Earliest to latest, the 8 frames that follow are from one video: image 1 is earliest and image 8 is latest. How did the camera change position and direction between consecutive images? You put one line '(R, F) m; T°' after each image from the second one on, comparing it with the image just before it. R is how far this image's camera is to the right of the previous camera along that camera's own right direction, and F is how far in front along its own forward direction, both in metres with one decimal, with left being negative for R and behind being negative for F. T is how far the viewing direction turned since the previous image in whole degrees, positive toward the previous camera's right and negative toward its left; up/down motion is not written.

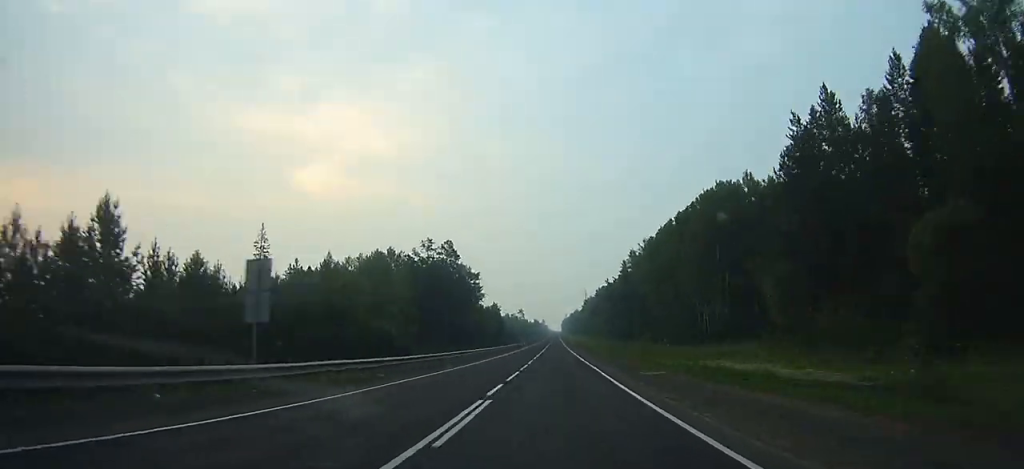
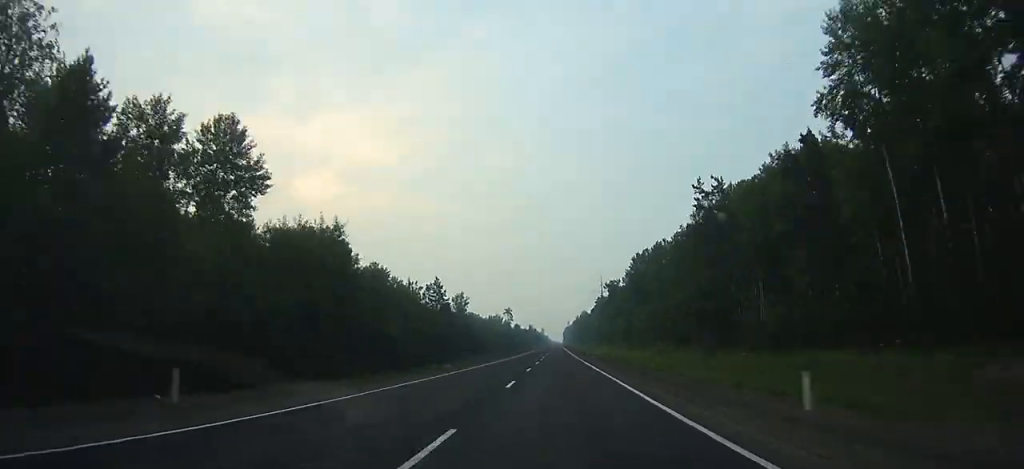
(-0.2, +133.6) m; 0°
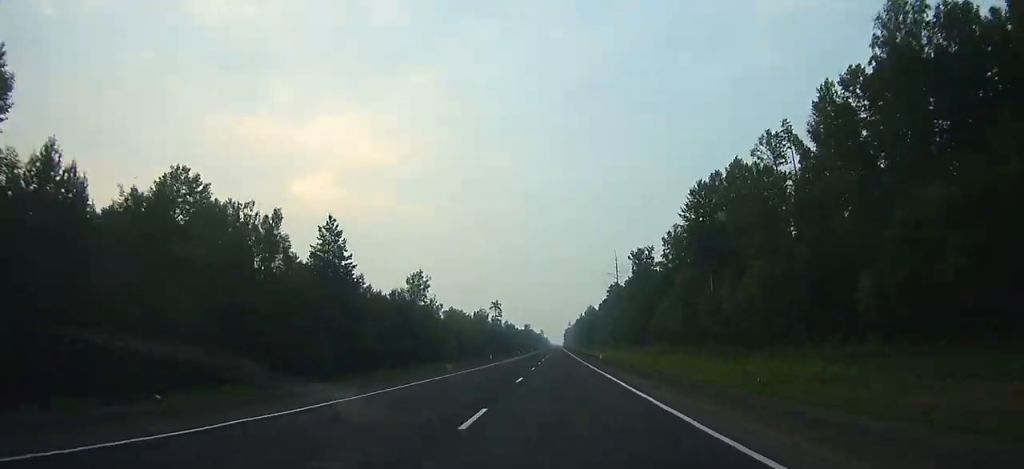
(0.0, +71.1) m; 0°
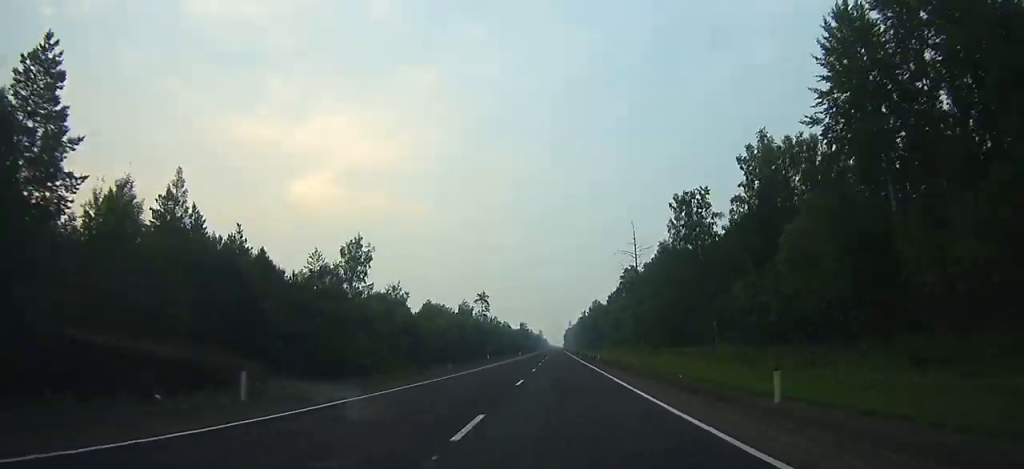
(0.0, +49.4) m; 0°
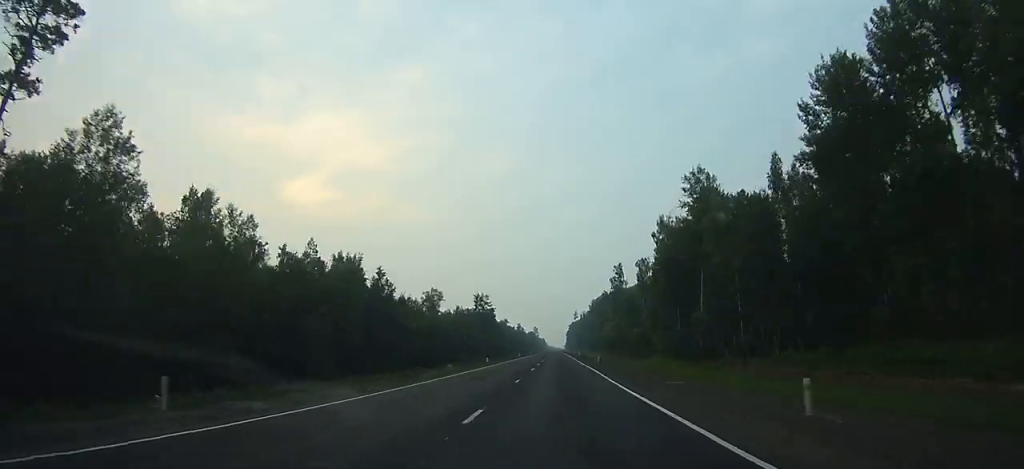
(-0.1, +197.6) m; 0°
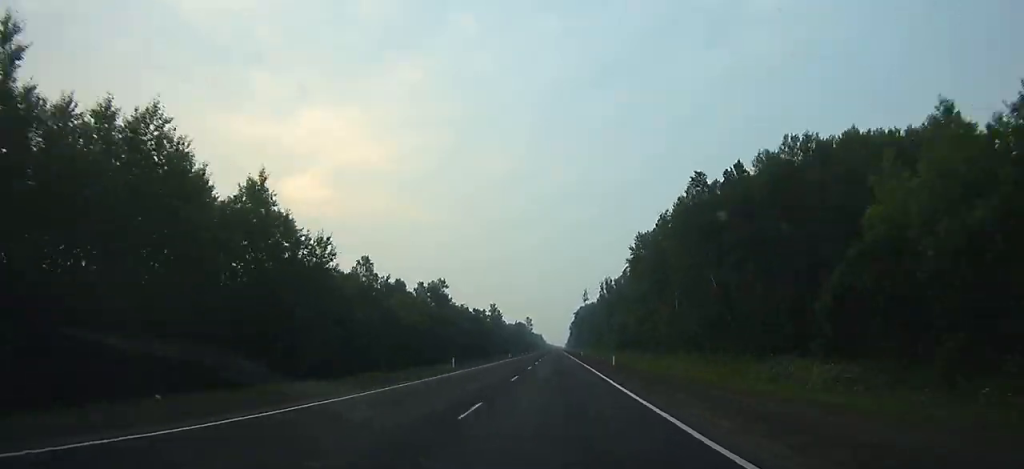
(-0.2, +163.6) m; 0°
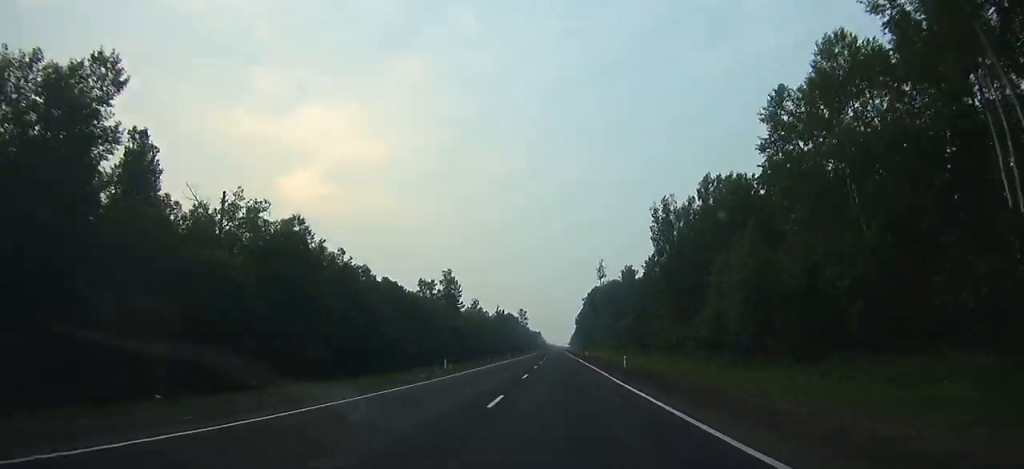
(-0.2, +108.3) m; 0°
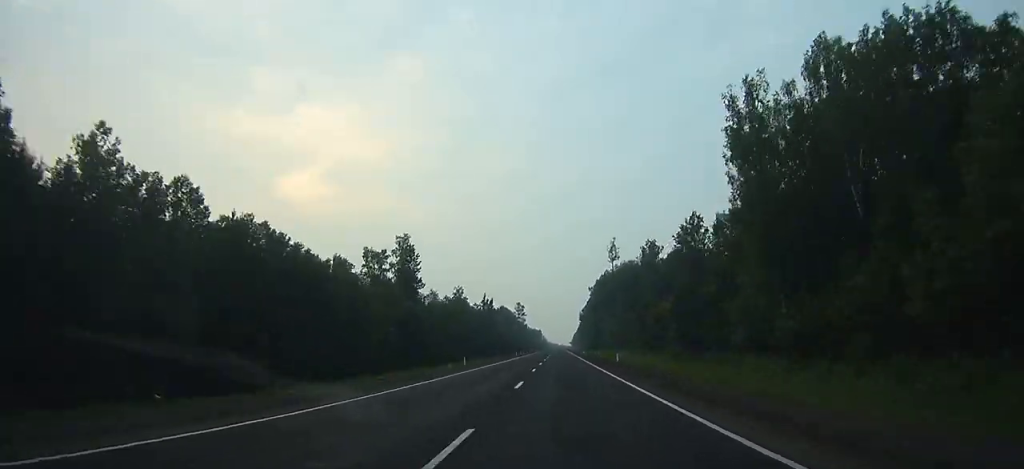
(-0.1, +41.6) m; 0°
